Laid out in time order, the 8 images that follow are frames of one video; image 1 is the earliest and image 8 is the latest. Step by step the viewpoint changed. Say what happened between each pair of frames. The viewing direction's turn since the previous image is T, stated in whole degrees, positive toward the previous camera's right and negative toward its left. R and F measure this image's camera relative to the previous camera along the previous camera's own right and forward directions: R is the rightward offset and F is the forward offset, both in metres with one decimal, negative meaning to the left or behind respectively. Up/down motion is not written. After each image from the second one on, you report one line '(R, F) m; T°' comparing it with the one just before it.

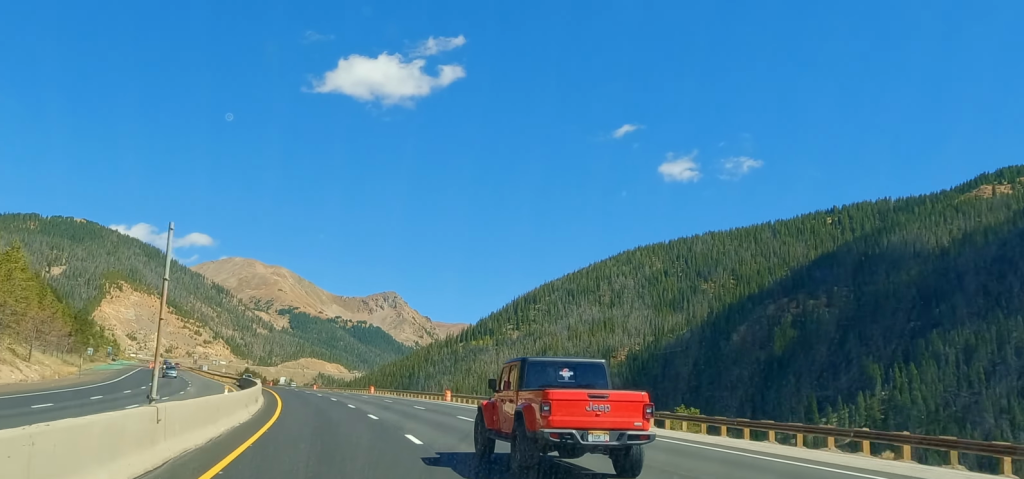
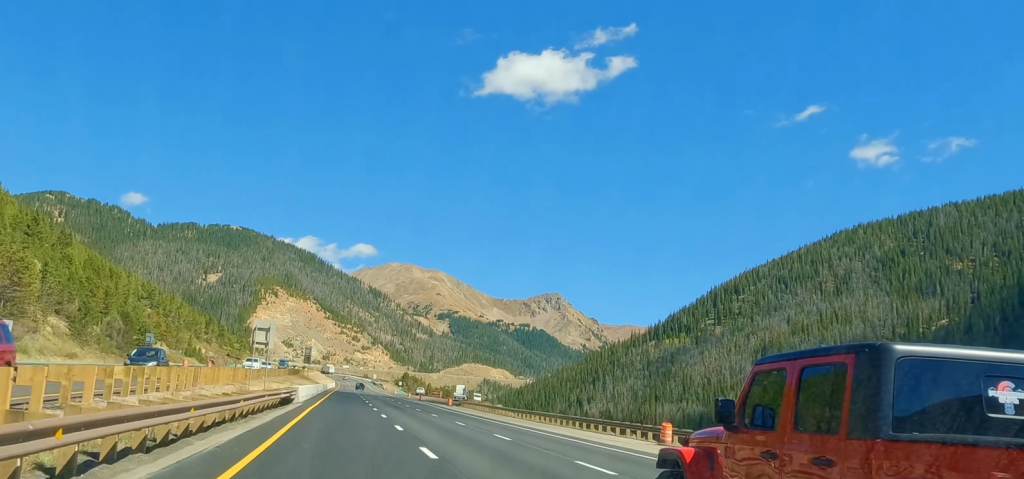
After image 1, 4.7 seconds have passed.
(-11.7, +136.3) m; -8°
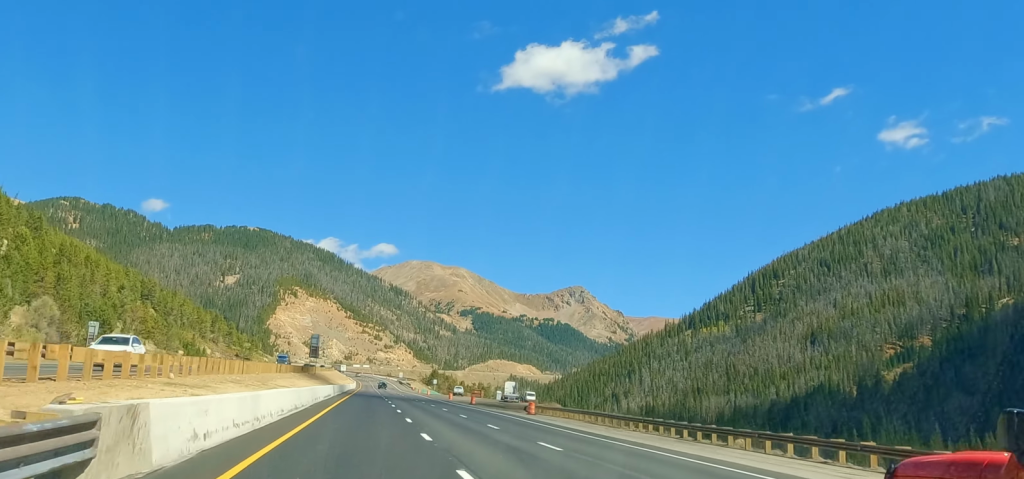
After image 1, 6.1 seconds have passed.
(-0.6, +42.6) m; +1°
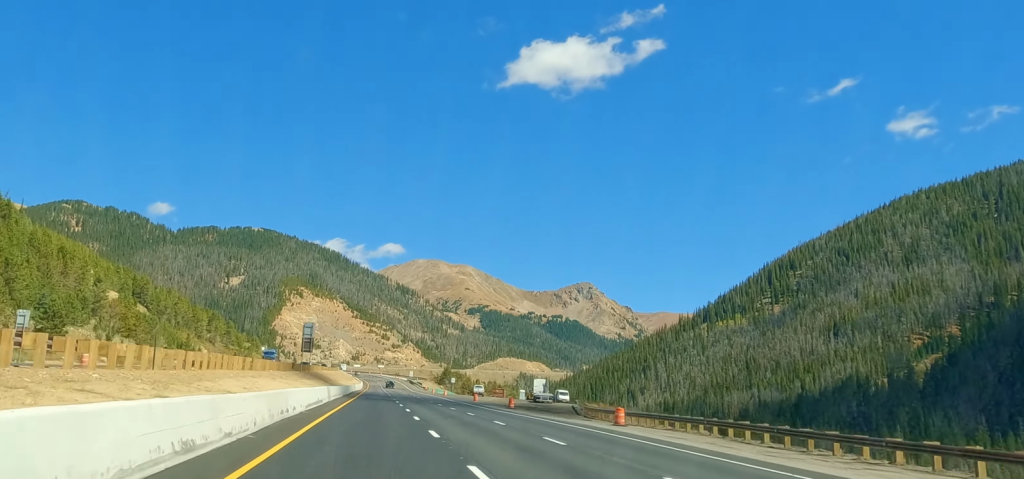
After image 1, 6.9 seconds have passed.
(-0.3, +23.7) m; 0°
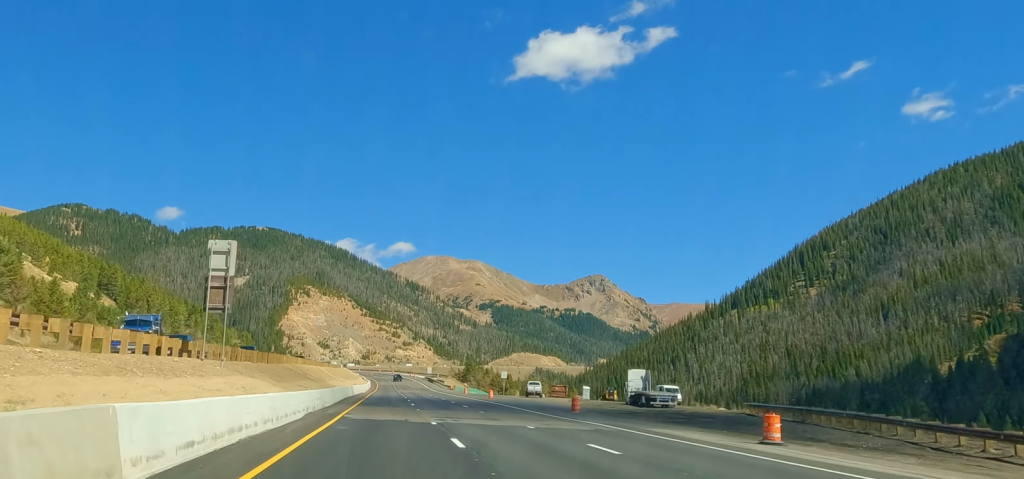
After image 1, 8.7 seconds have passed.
(+1.8, +53.4) m; 0°
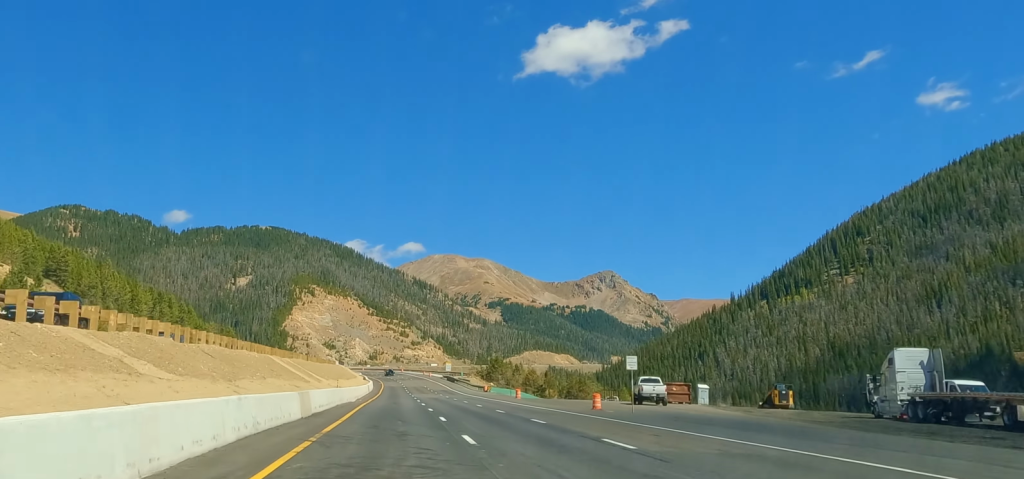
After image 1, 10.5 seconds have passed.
(-1.6, +52.7) m; -1°
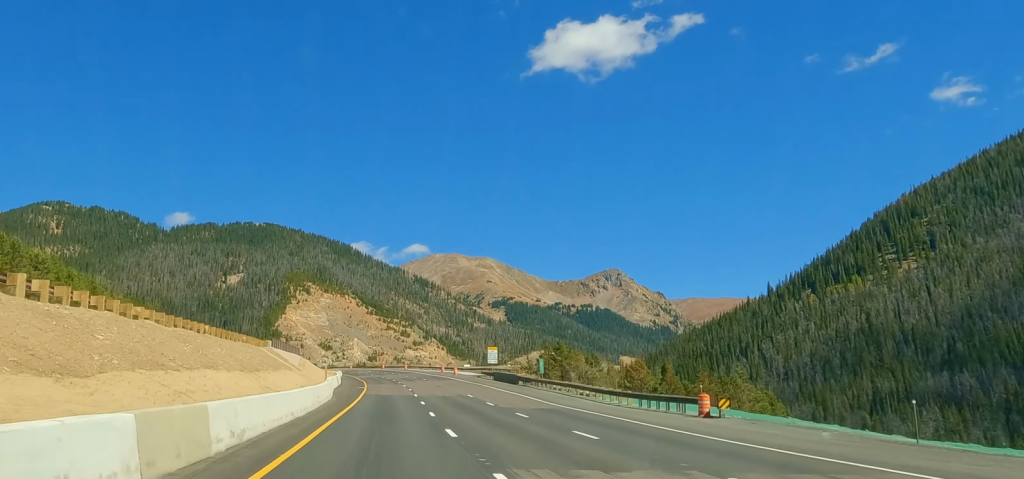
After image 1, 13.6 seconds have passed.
(+0.1, +95.7) m; -1°
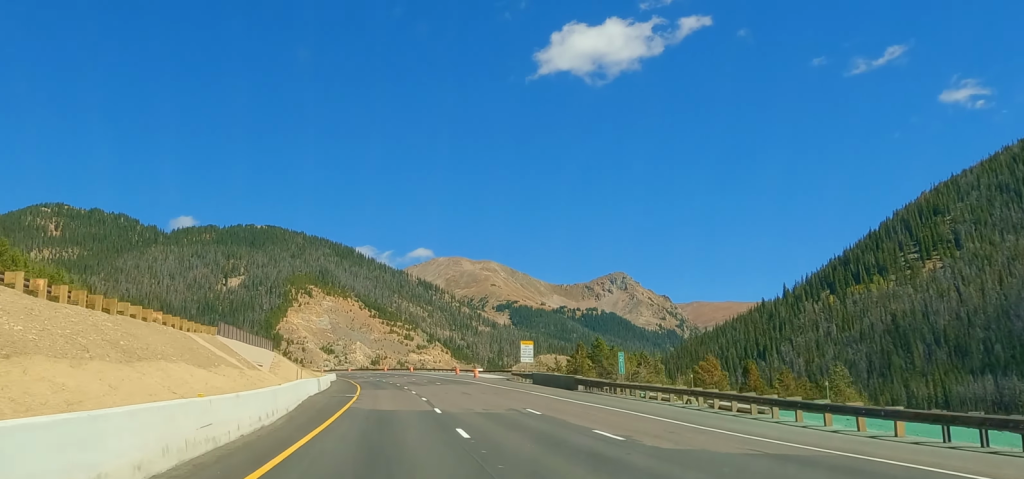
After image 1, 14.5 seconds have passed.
(-0.2, +26.4) m; 0°
